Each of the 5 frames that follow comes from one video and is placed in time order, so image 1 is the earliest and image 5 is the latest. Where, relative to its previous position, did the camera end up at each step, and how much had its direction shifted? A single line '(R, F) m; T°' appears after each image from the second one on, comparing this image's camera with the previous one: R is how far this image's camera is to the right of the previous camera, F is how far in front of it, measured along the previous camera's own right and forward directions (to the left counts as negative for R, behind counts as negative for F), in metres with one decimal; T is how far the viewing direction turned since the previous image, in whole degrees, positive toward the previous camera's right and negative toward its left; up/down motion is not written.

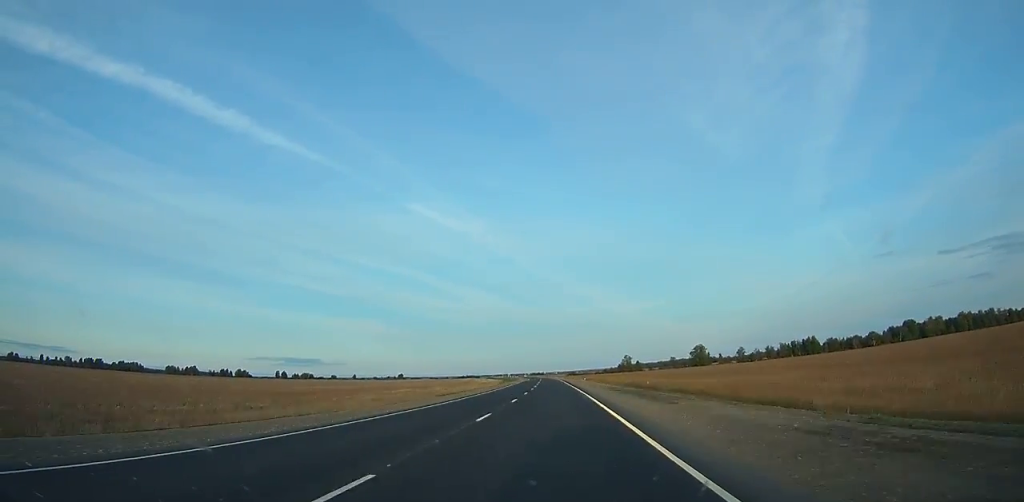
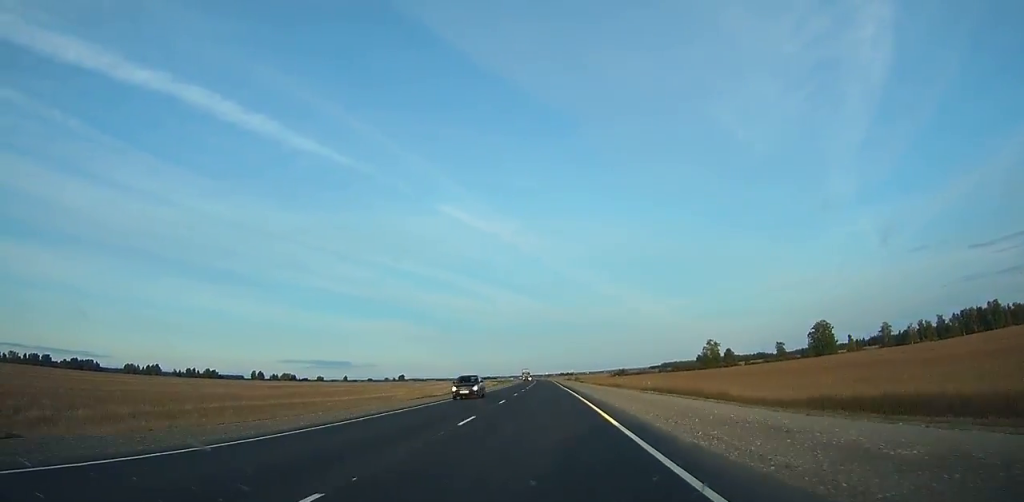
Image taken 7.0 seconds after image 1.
(-4.1, +201.9) m; -3°
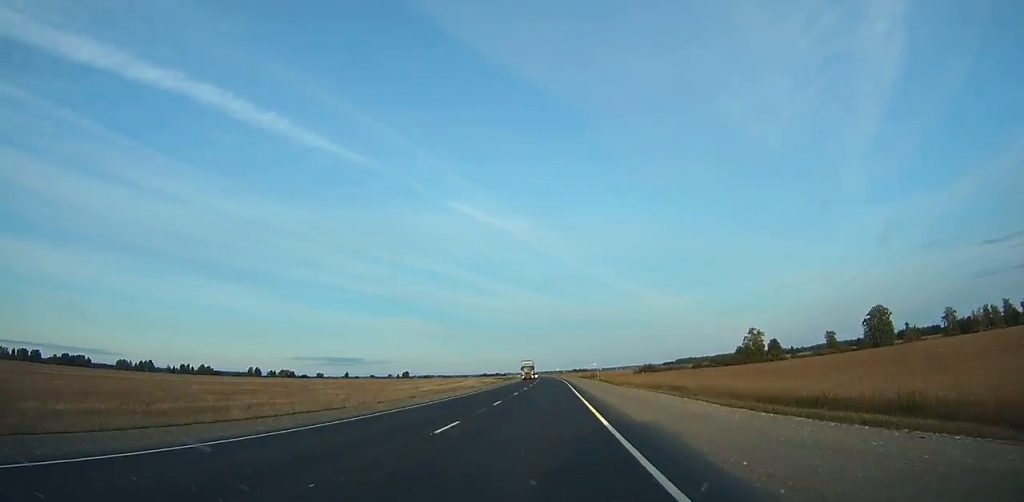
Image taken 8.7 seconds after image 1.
(-0.5, +49.7) m; -1°
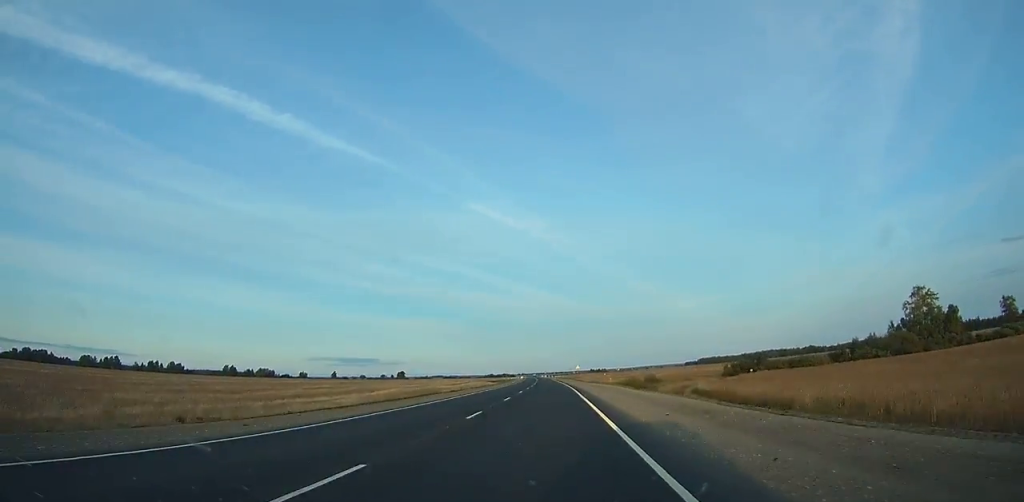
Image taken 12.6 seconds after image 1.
(-1.6, +114.2) m; -2°
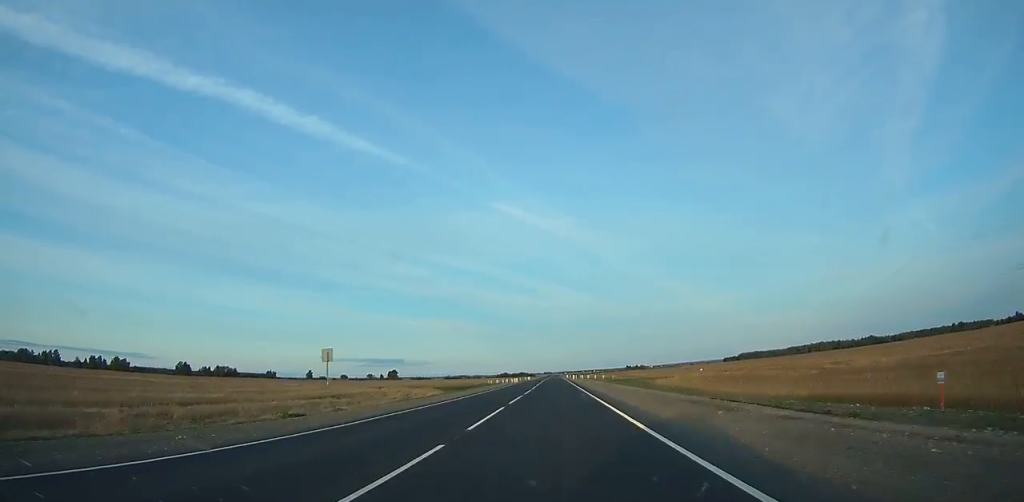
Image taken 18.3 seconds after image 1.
(-4.6, +166.5) m; -3°
